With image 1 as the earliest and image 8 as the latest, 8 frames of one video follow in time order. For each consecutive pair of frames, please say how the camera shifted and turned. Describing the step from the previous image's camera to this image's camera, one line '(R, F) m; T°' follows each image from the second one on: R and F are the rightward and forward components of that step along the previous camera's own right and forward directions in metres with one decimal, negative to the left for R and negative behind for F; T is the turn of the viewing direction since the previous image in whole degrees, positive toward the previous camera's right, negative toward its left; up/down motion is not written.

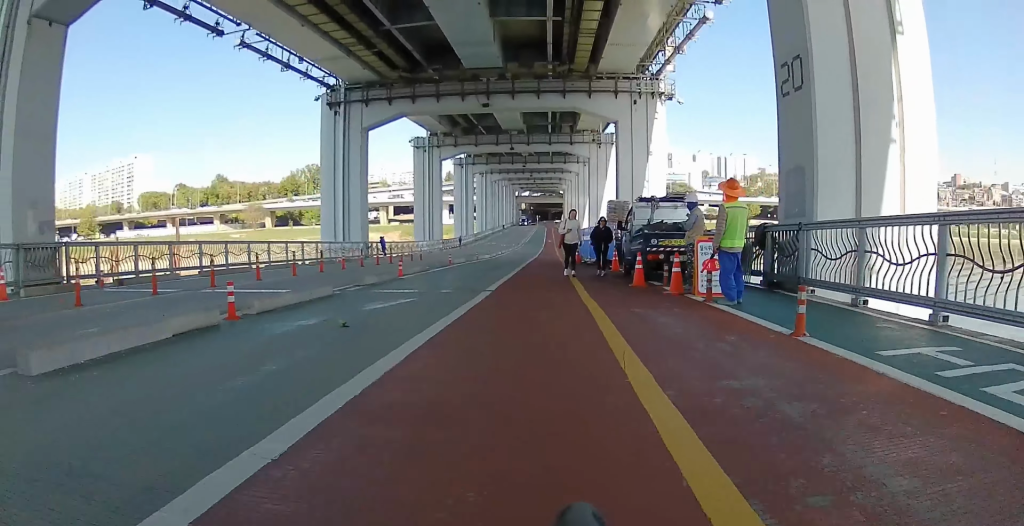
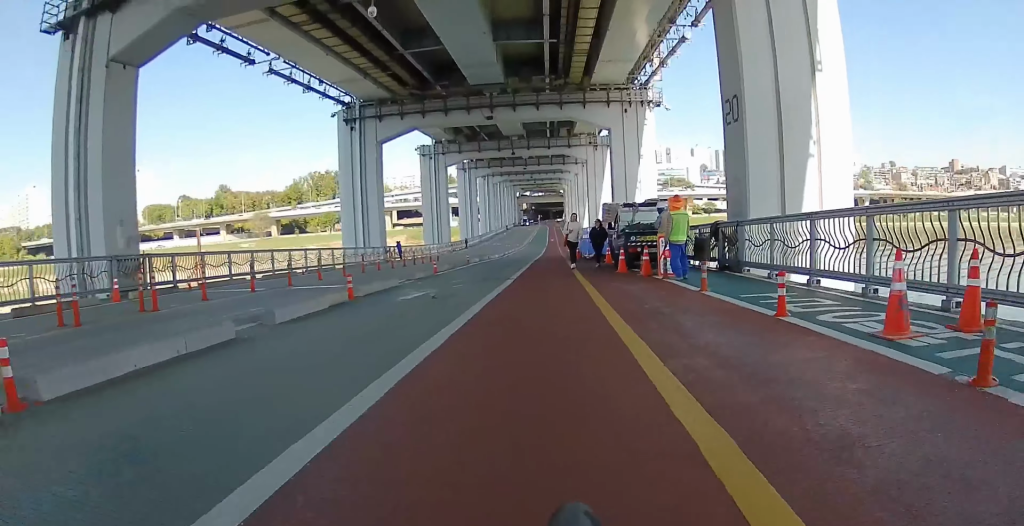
(+0.1, +3.9) m; 0°
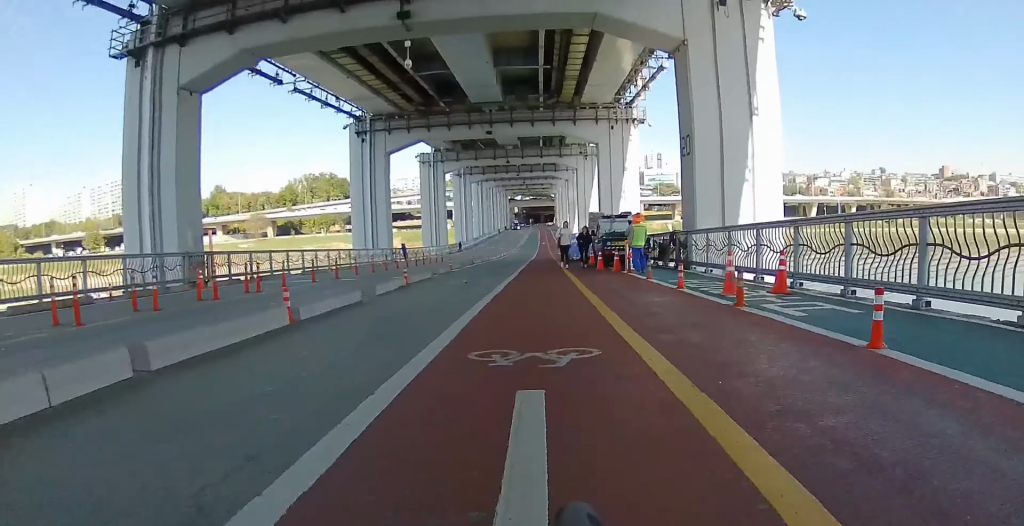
(+0.1, +4.6) m; -1°
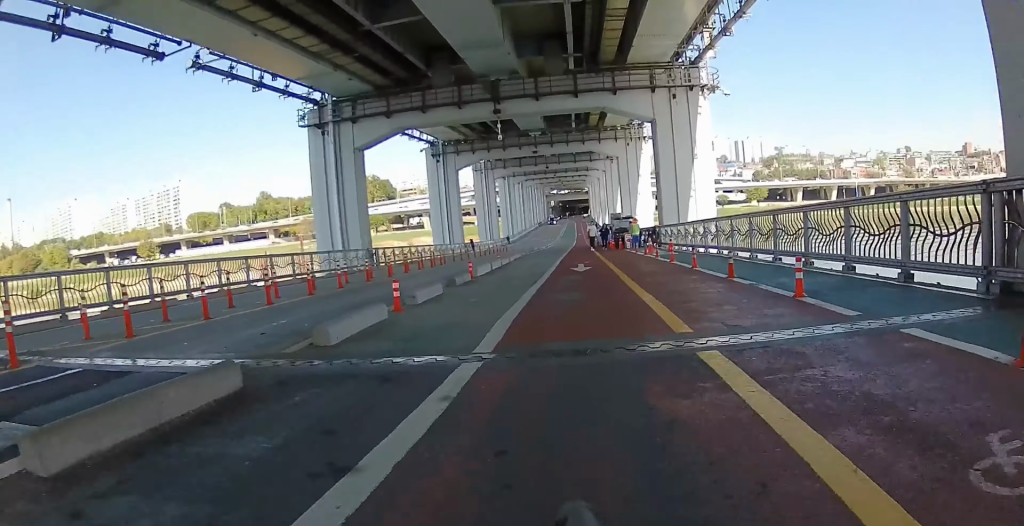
(-0.8, +15.4) m; 0°
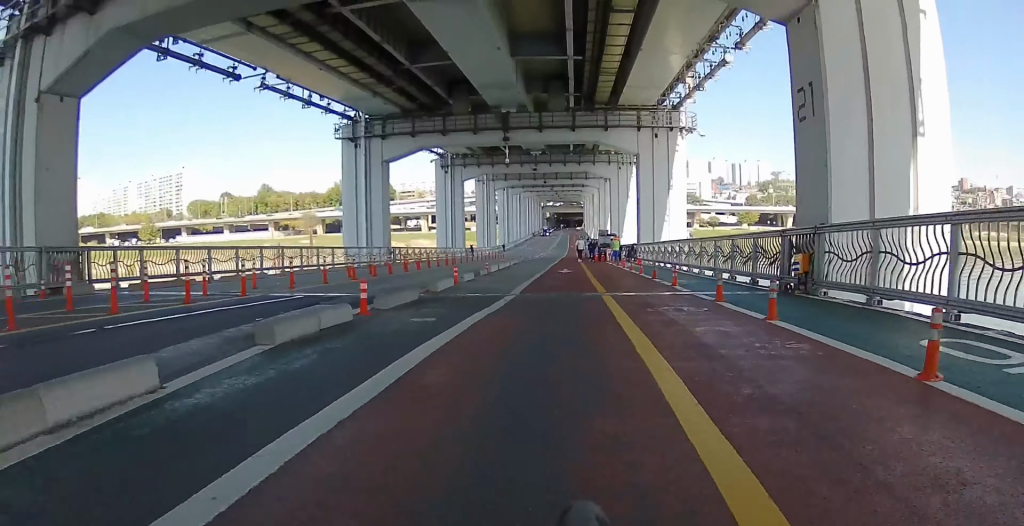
(+0.2, +6.2) m; 0°
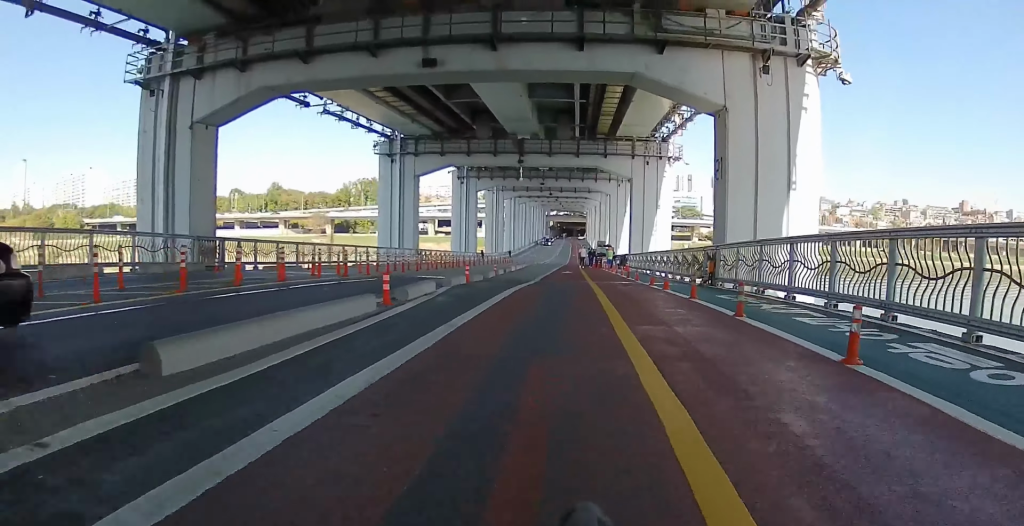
(-0.2, +7.3) m; -4°
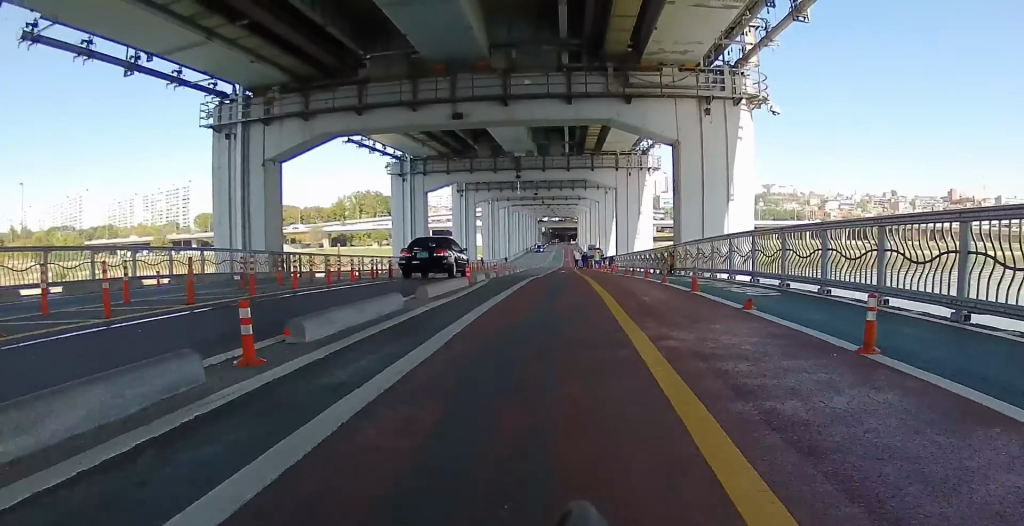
(-0.2, +6.1) m; 0°
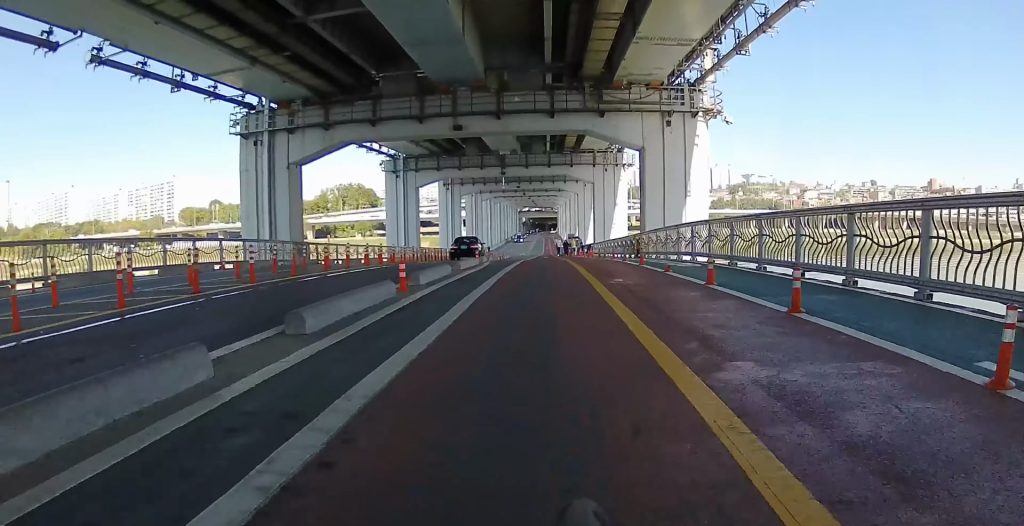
(+0.1, +4.4) m; +1°
